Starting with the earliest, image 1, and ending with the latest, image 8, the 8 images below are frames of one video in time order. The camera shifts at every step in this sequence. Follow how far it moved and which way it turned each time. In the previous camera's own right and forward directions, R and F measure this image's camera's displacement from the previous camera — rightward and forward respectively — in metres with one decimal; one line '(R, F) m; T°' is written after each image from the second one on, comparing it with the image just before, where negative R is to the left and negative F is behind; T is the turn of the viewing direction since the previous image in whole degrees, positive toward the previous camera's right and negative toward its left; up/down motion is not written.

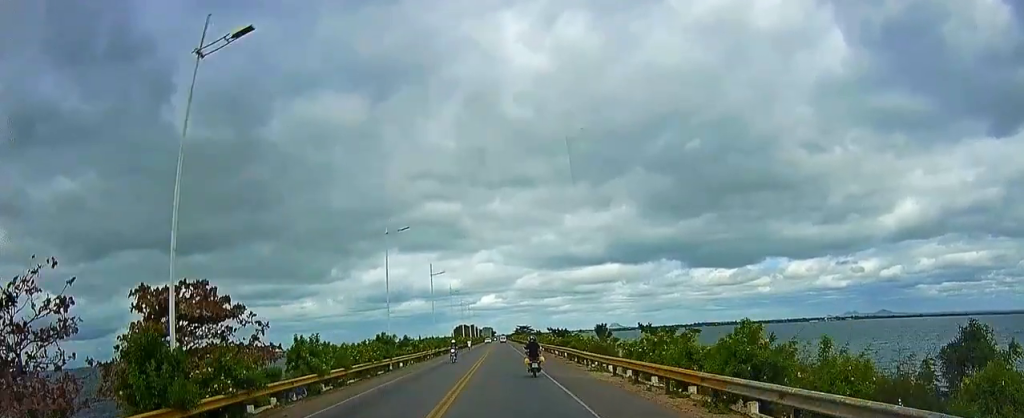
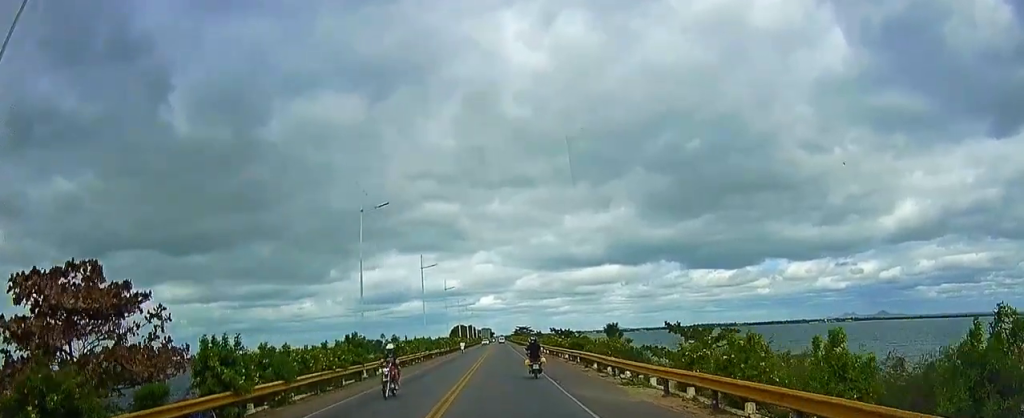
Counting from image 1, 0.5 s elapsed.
(+0.1, +8.2) m; +1°
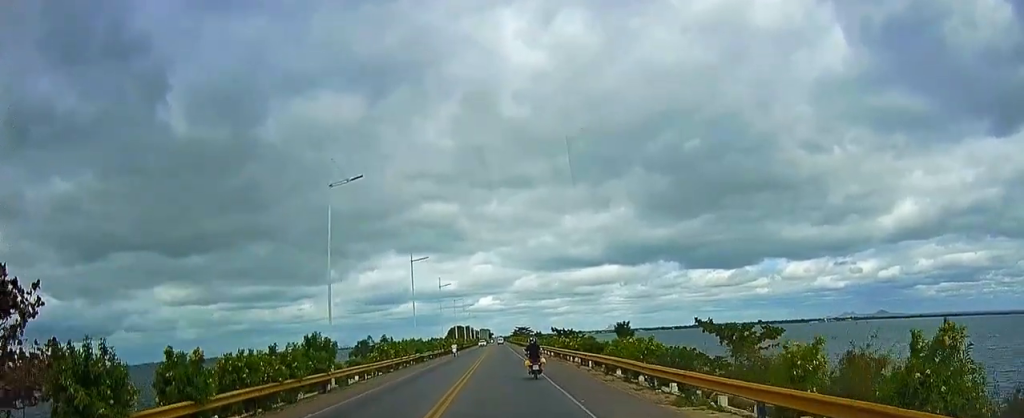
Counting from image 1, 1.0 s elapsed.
(0.0, +6.6) m; +1°
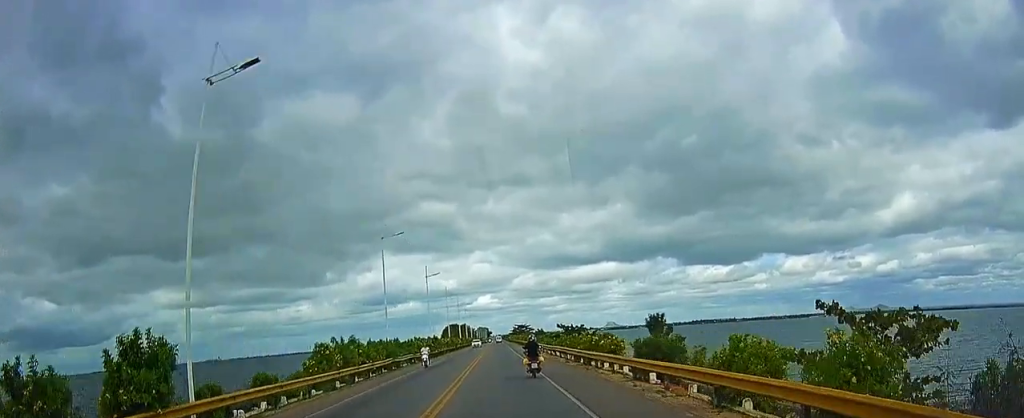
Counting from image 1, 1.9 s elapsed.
(+0.2, +13.8) m; +1°
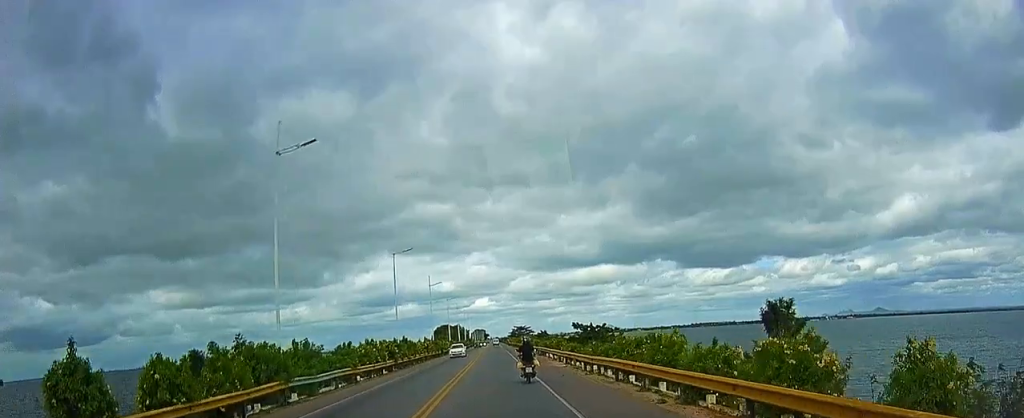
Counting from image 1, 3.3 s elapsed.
(-0.2, +22.2) m; -2°
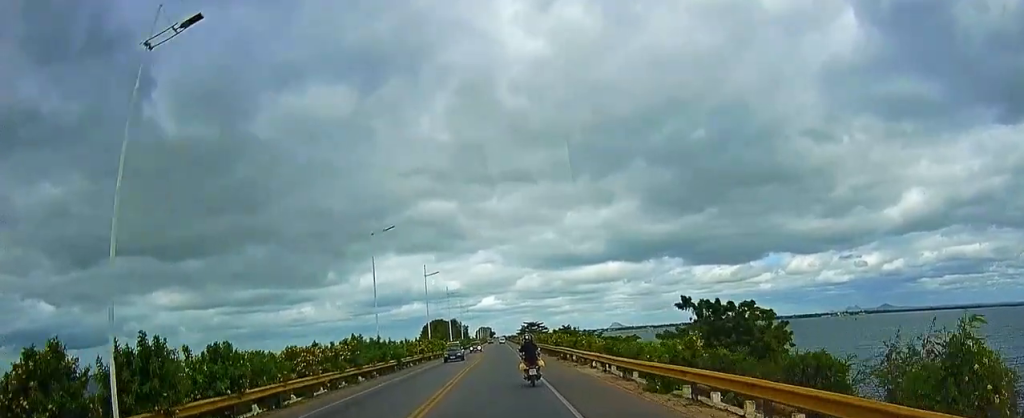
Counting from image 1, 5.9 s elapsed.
(0.0, +40.3) m; +1°
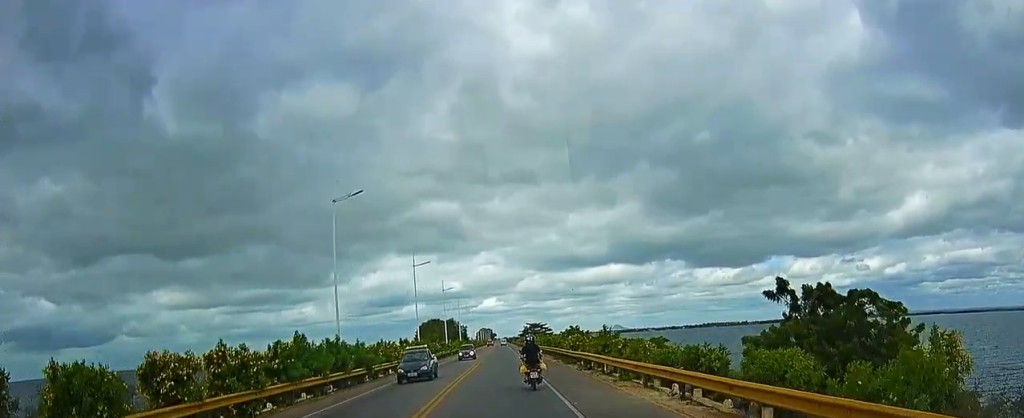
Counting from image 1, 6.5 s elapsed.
(+0.1, +10.6) m; 0°
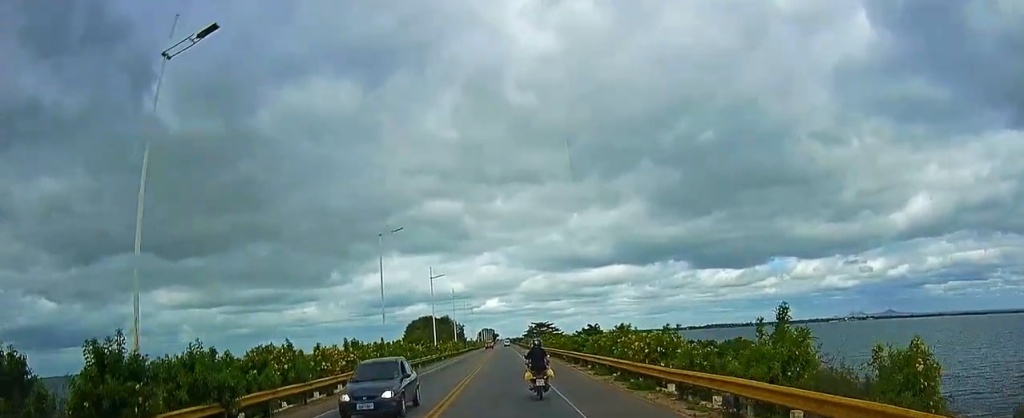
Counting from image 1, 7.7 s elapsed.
(-0.1, +18.9) m; -1°
